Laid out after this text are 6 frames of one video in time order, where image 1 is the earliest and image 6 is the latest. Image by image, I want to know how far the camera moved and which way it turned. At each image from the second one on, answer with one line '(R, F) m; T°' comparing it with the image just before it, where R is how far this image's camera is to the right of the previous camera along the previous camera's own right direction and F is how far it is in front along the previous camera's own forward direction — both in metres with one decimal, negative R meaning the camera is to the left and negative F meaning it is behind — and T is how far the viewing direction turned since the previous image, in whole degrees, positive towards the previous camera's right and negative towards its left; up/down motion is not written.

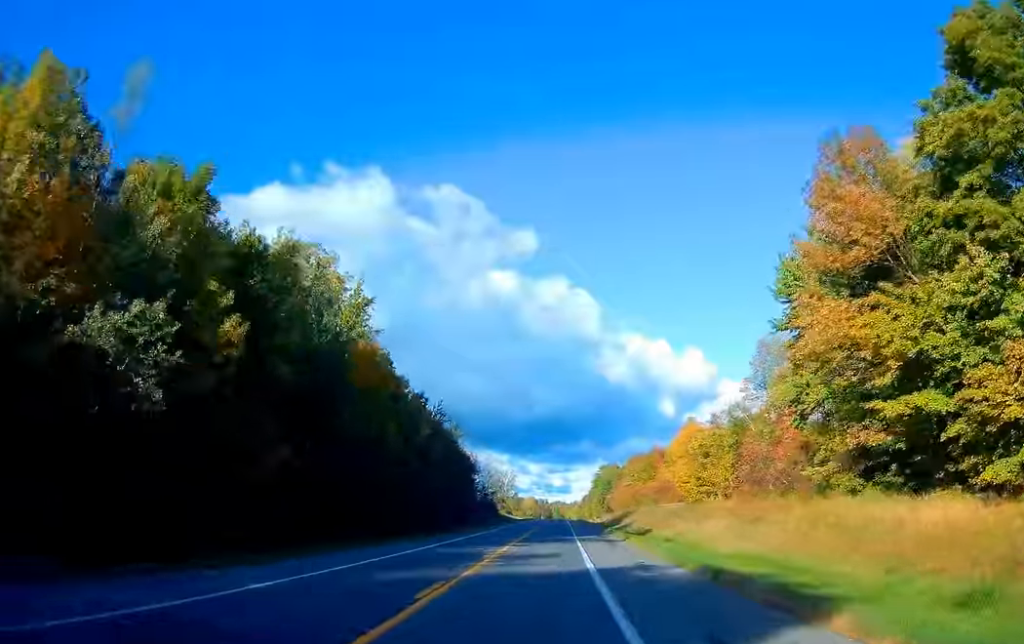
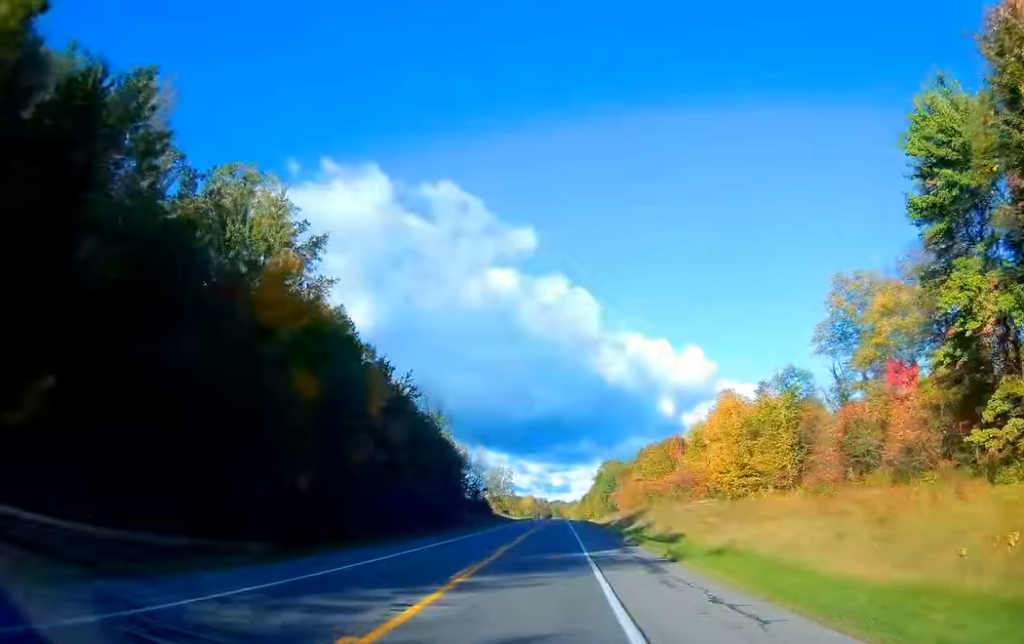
(0.0, +19.6) m; -1°
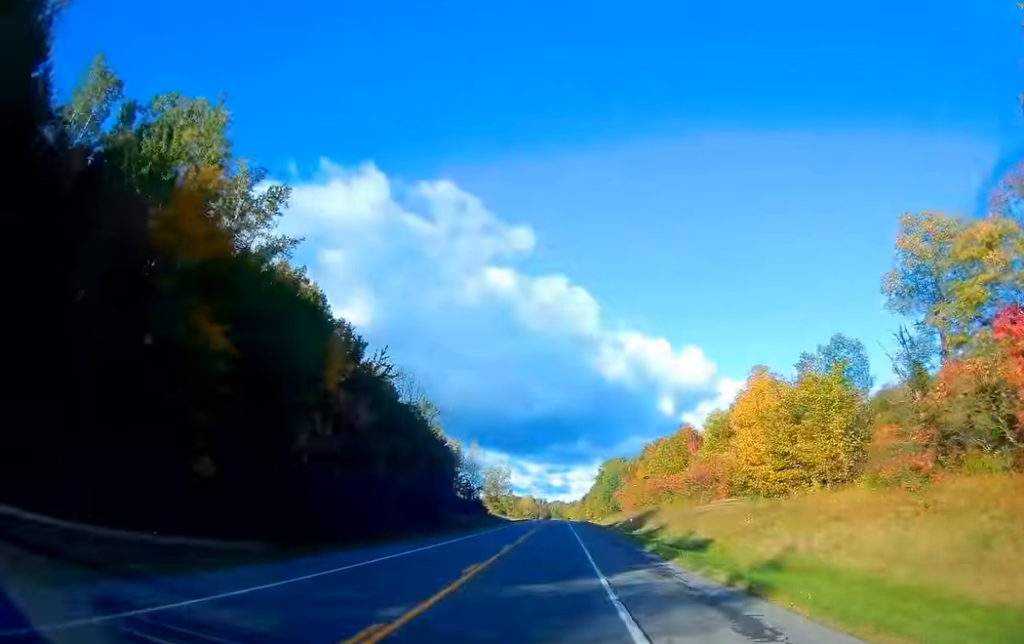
(0.0, +11.3) m; 0°
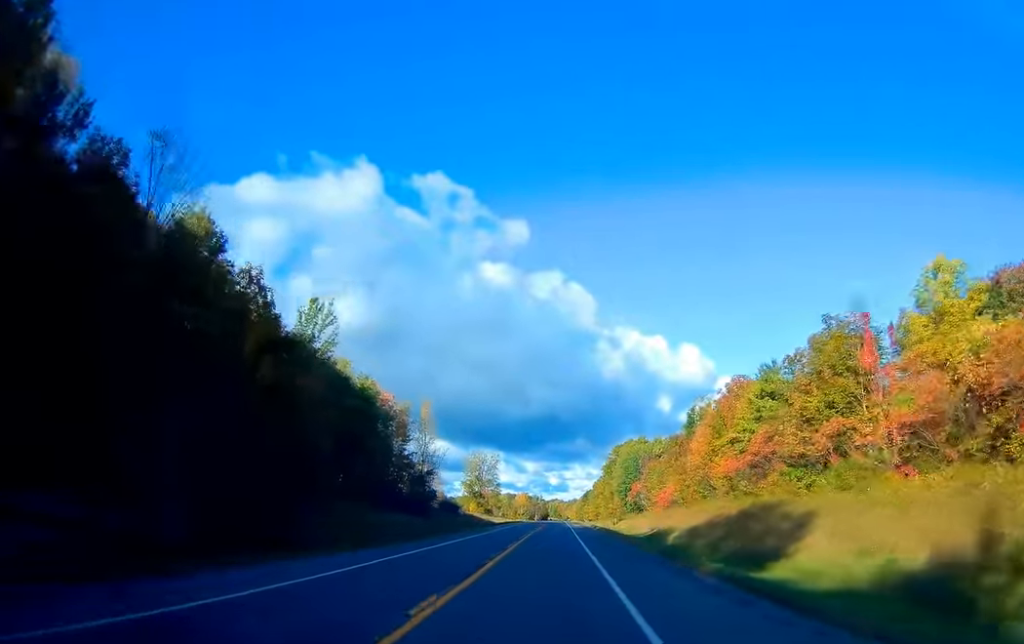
(+0.2, +56.6) m; +1°
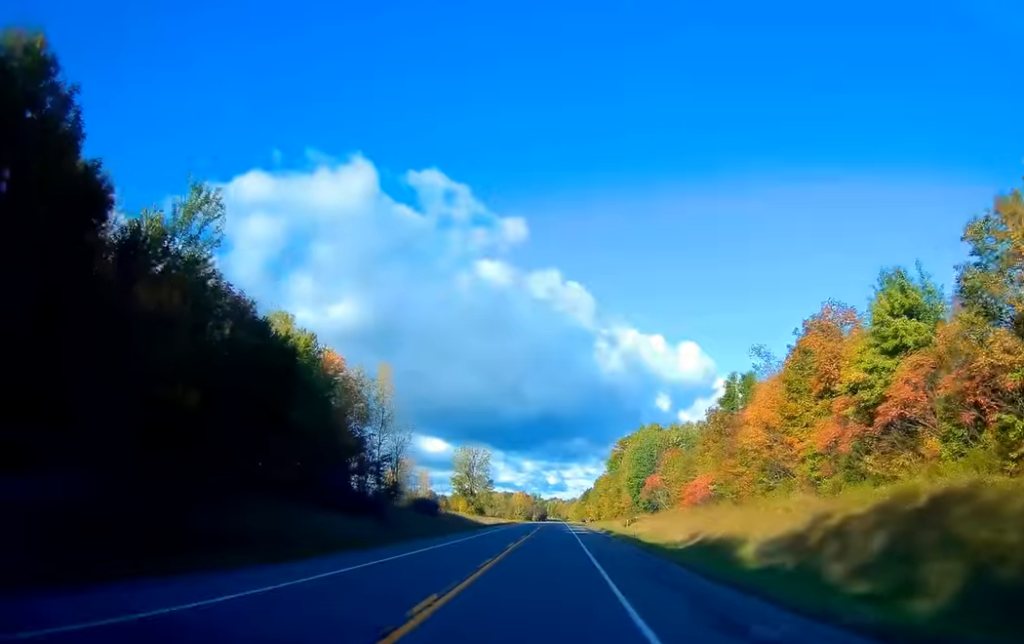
(-0.1, +23.7) m; -1°
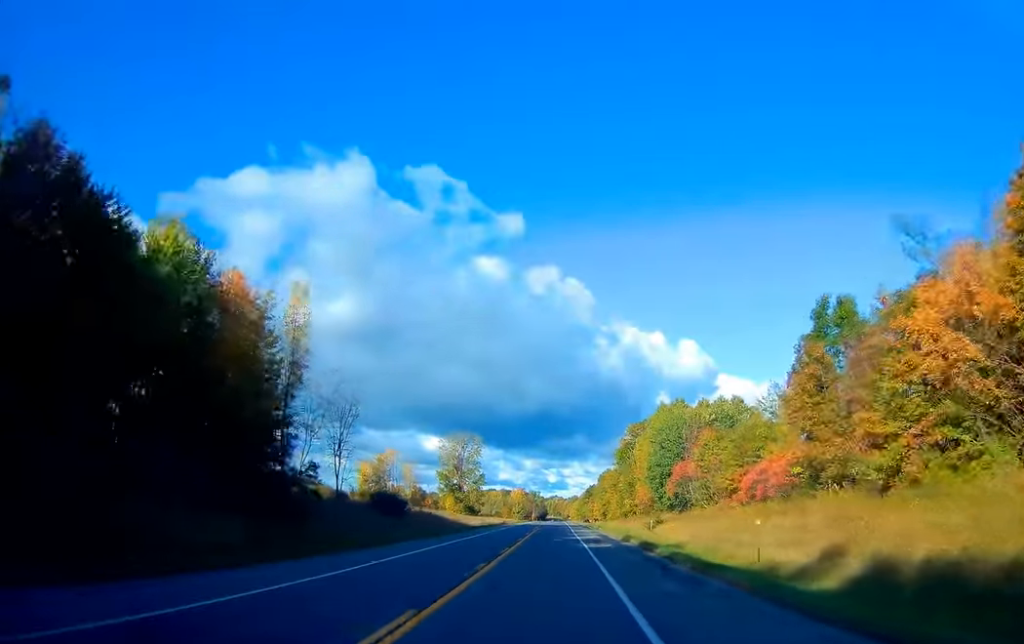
(-0.2, +28.0) m; 0°
